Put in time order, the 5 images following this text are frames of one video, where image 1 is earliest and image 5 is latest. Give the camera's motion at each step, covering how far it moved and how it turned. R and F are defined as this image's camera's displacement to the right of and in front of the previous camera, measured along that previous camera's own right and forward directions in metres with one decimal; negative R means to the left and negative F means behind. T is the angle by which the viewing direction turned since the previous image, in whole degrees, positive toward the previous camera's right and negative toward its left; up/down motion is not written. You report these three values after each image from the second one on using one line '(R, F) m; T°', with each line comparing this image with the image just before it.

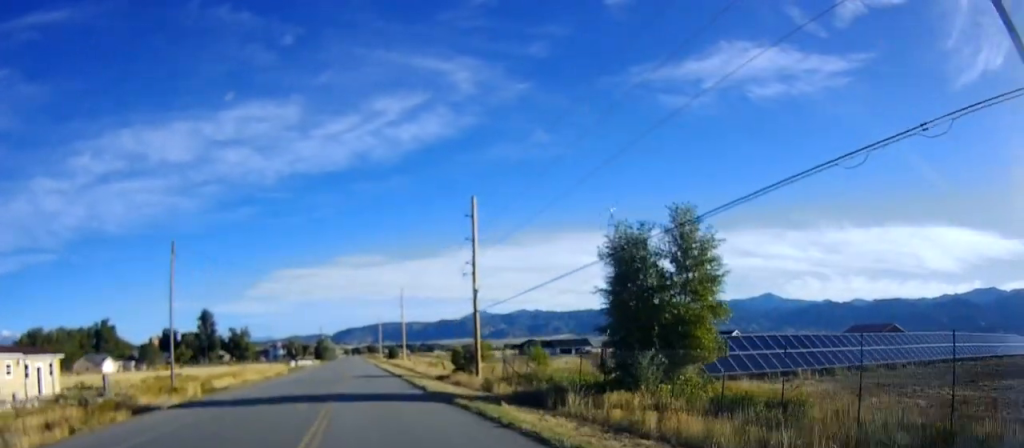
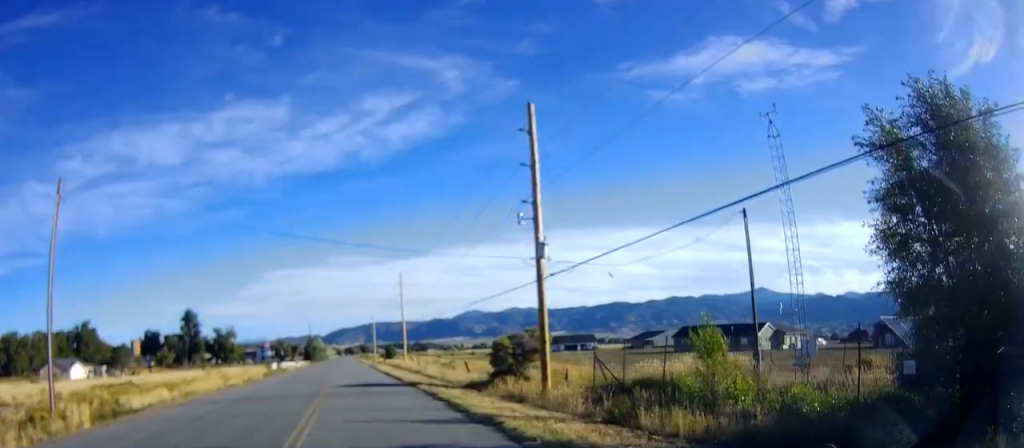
(-0.5, +14.7) m; 0°
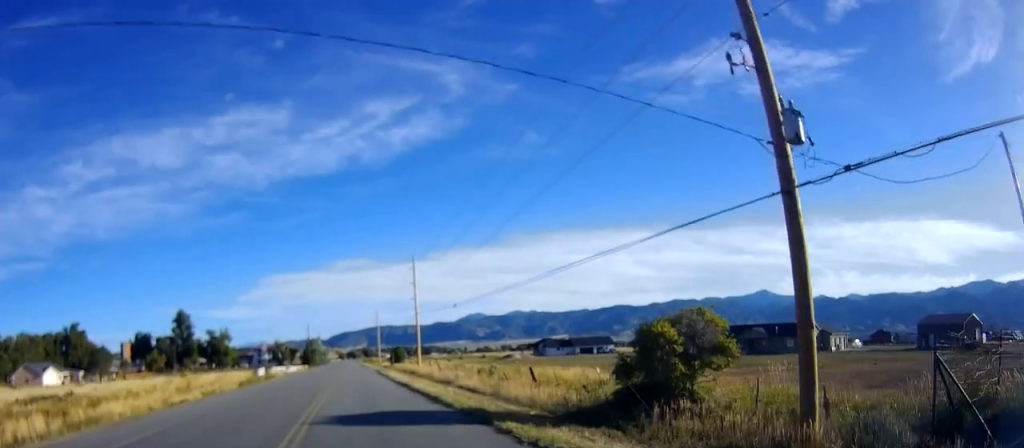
(+0.3, +14.2) m; 0°
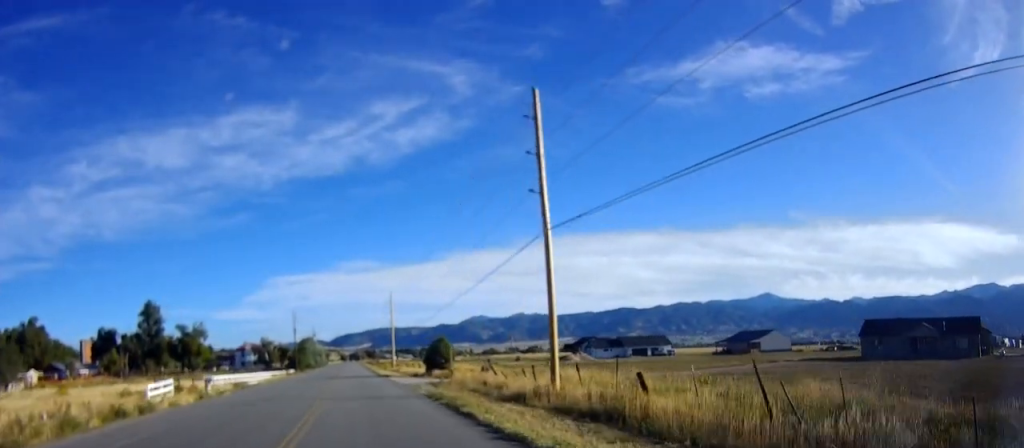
(-1.4, +40.5) m; -2°
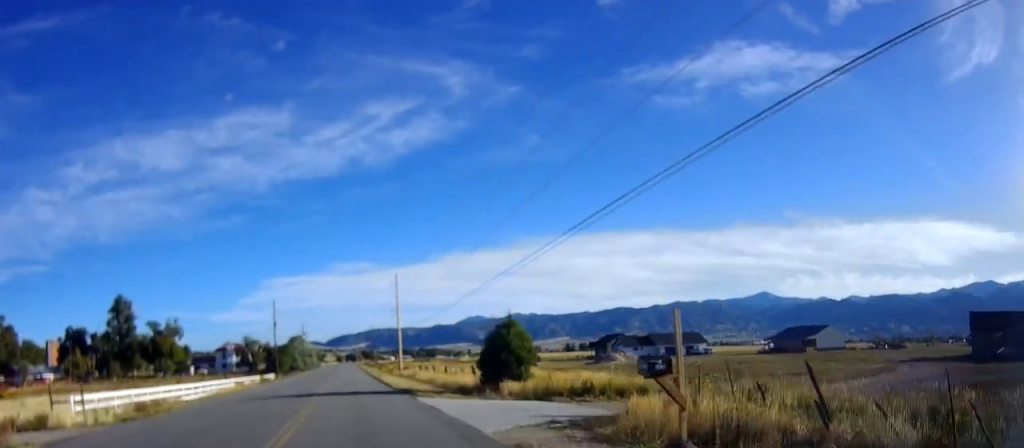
(+0.5, +22.9) m; +2°
